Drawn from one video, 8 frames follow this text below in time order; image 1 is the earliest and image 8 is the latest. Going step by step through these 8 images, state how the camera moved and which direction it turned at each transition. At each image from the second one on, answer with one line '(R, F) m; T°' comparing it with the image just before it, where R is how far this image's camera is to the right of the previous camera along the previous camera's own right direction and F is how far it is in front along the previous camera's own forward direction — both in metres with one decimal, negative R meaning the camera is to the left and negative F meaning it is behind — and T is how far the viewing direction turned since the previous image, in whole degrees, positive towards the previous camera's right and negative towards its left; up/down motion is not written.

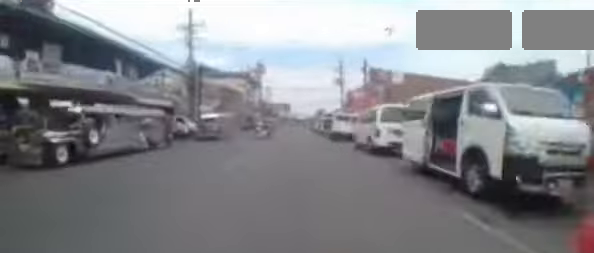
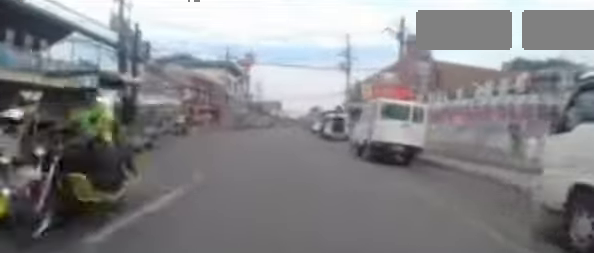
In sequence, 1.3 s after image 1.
(+0.1, +12.5) m; 0°
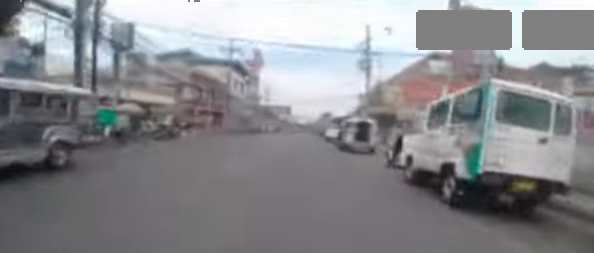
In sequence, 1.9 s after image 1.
(0.0, +5.5) m; -2°
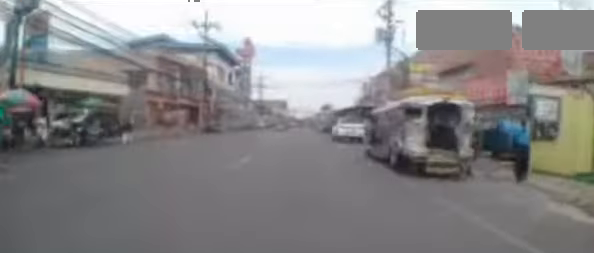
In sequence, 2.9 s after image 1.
(-0.3, +9.4) m; 0°
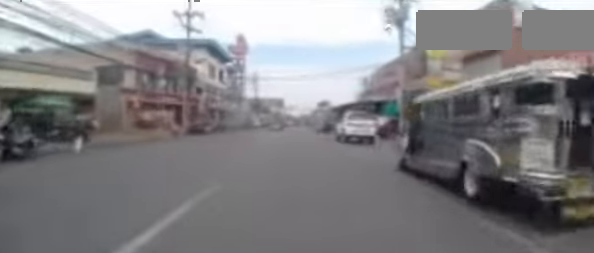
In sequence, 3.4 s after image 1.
(-0.4, +4.3) m; +2°
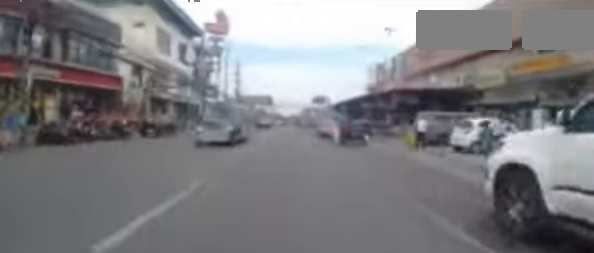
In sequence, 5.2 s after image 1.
(+1.1, +17.7) m; +4°
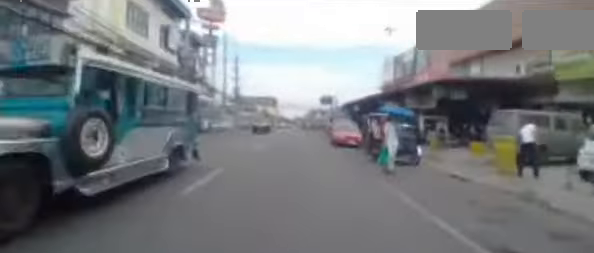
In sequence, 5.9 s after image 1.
(+0.1, +7.0) m; 0°
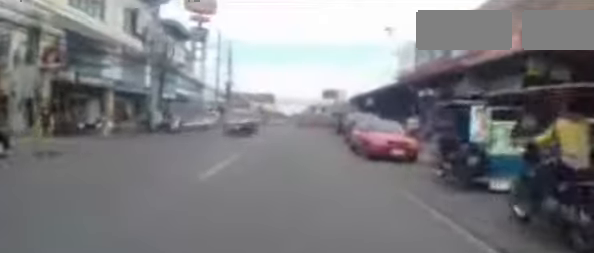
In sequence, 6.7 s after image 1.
(+0.1, +8.2) m; 0°
